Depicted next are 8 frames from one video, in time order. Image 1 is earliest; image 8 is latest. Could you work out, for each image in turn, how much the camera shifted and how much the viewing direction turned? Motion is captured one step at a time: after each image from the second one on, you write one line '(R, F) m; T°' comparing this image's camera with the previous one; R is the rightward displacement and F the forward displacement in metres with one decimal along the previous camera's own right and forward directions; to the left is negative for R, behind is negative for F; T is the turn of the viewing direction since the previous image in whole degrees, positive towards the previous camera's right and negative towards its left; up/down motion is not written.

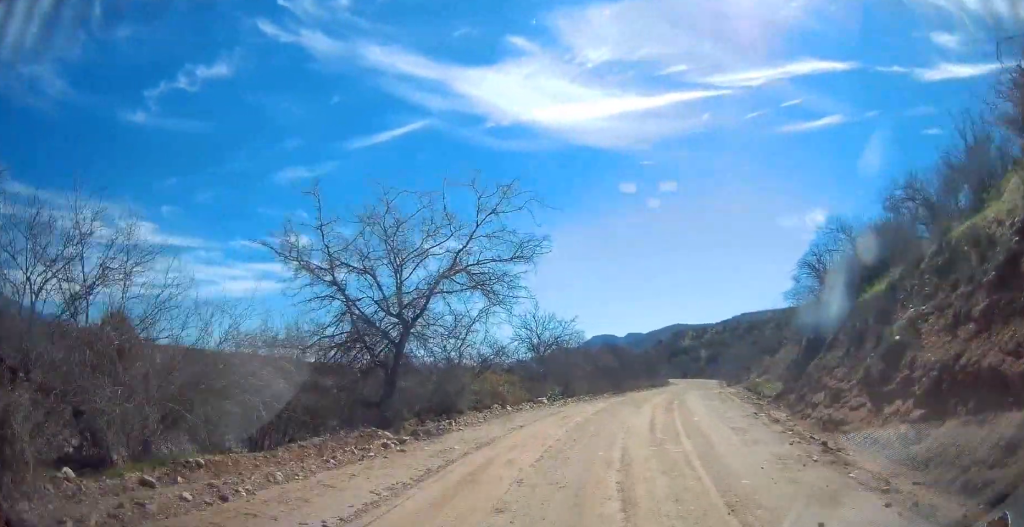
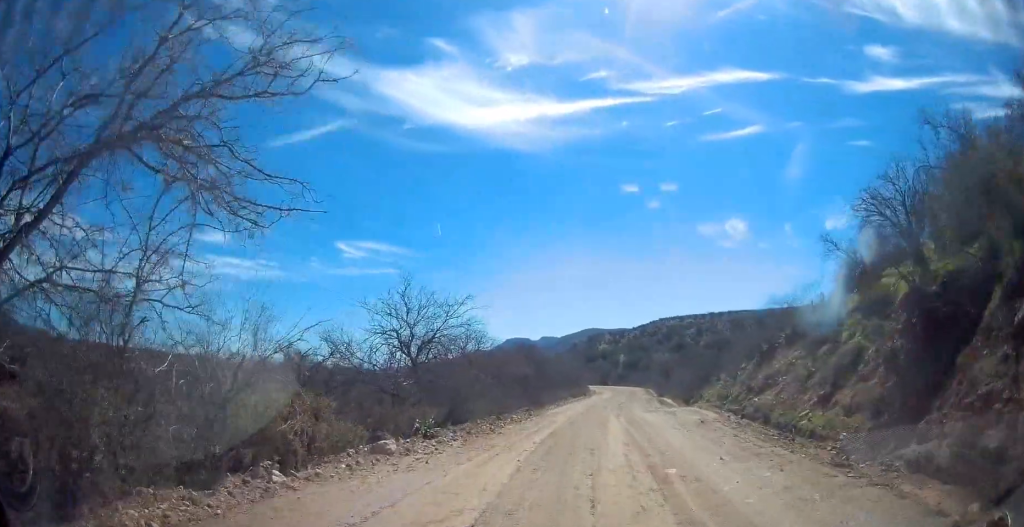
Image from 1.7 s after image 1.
(+1.3, +9.2) m; +11°
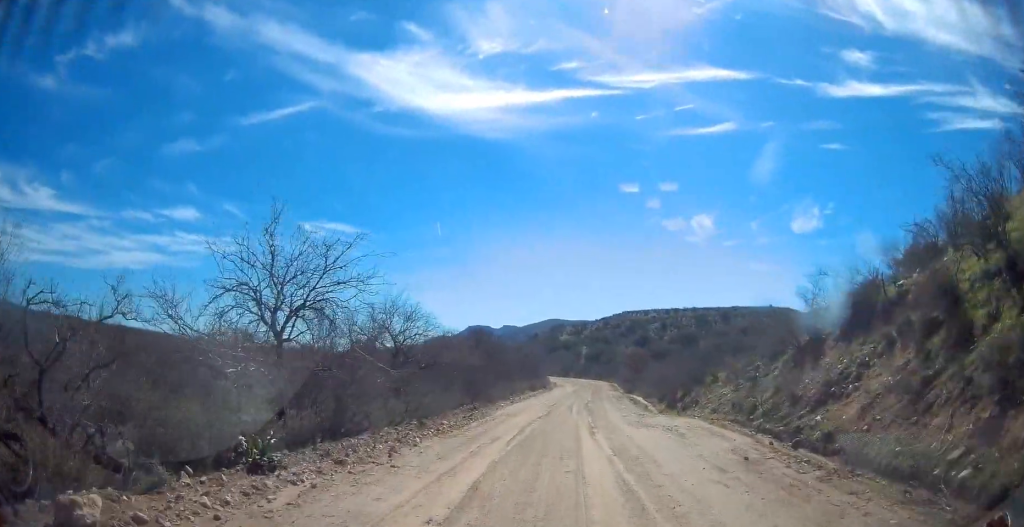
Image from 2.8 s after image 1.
(+0.2, +6.6) m; +3°
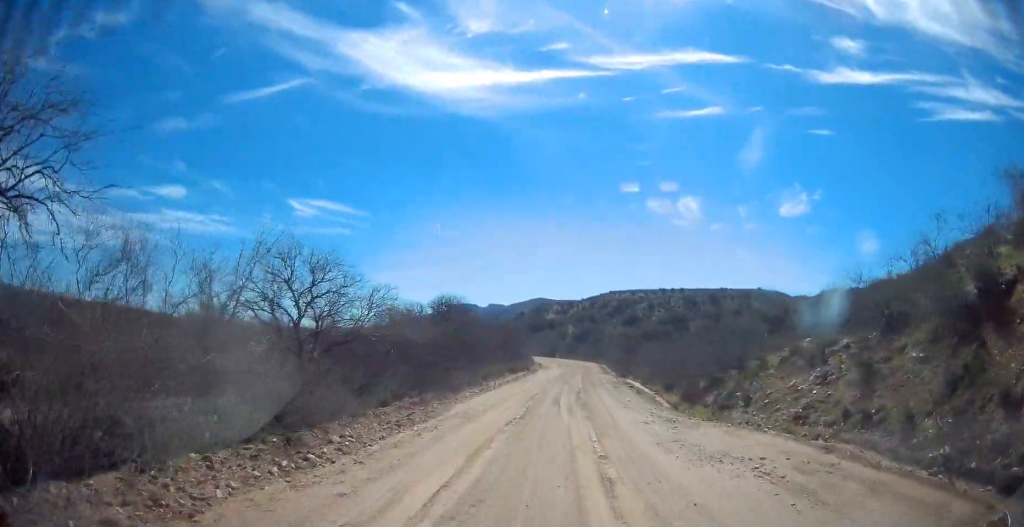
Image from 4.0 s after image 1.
(+0.1, +7.4) m; -2°
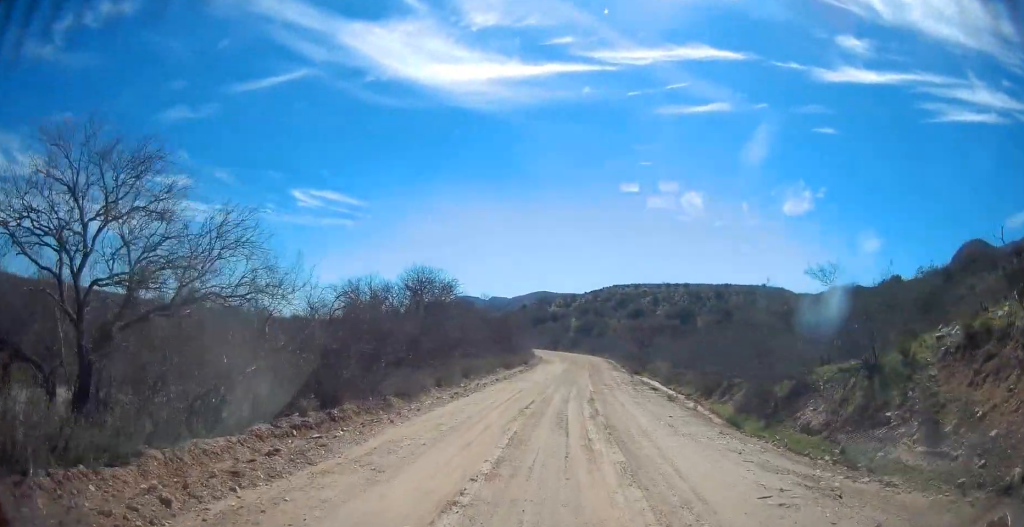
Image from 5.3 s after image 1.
(-0.3, +8.2) m; +2°
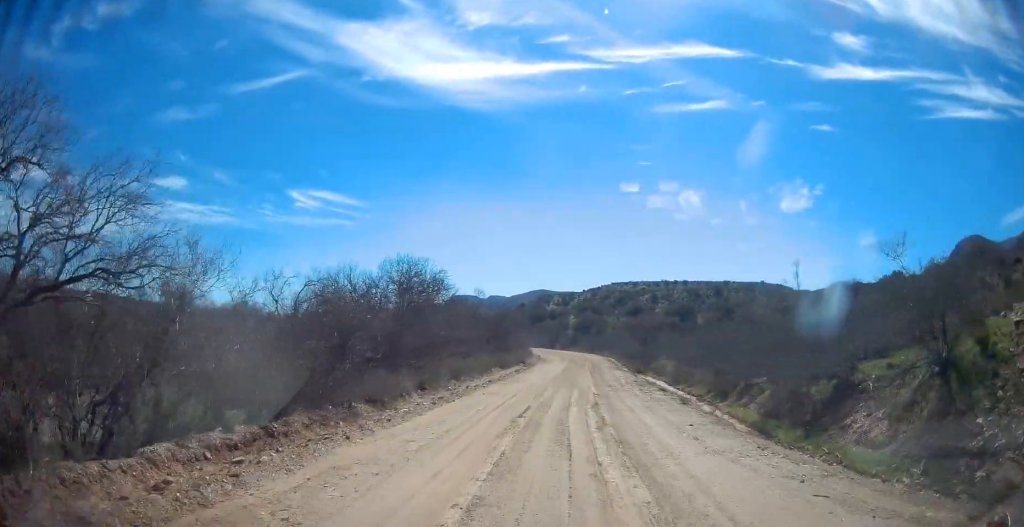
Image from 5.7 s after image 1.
(+0.1, +2.6) m; +4°
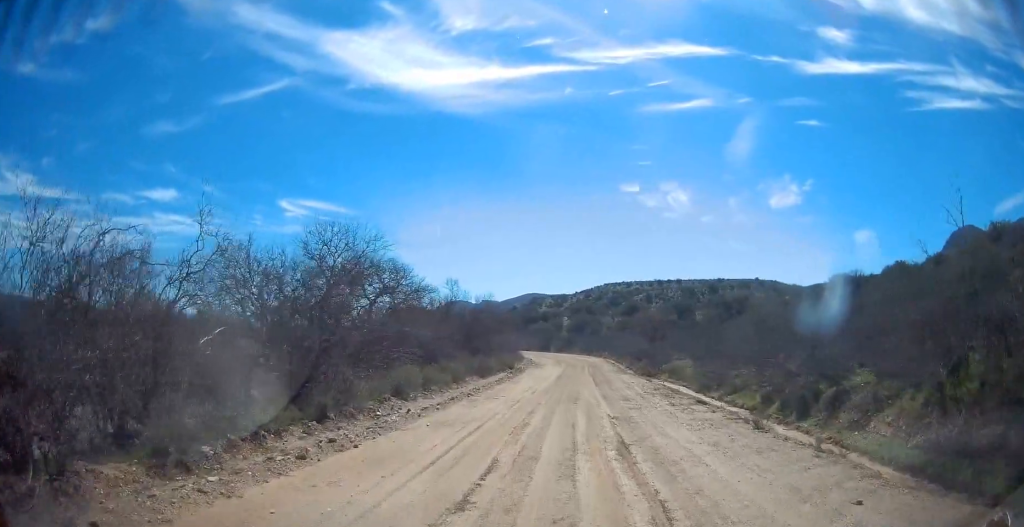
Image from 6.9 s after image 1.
(+0.8, +7.8) m; +5°
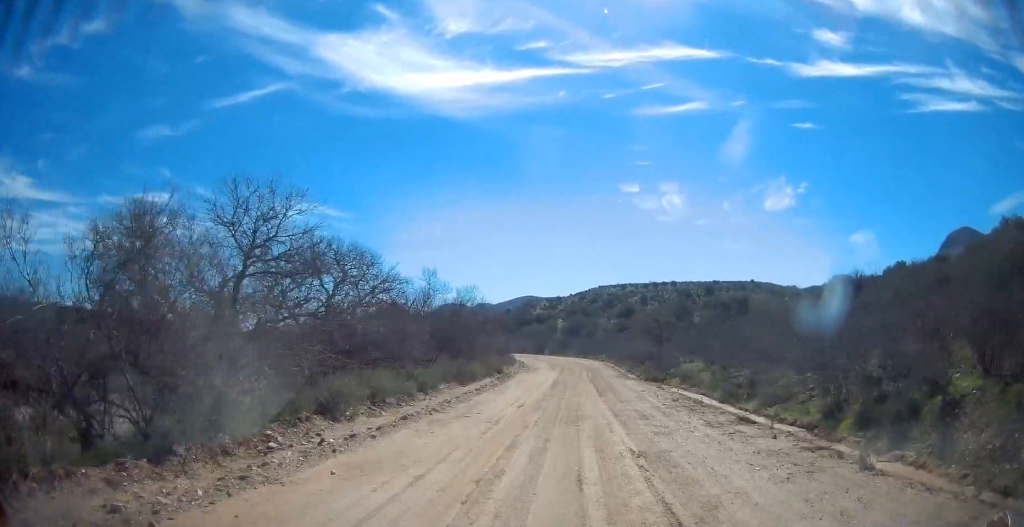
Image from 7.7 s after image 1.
(-0.2, +4.7) m; -3°
